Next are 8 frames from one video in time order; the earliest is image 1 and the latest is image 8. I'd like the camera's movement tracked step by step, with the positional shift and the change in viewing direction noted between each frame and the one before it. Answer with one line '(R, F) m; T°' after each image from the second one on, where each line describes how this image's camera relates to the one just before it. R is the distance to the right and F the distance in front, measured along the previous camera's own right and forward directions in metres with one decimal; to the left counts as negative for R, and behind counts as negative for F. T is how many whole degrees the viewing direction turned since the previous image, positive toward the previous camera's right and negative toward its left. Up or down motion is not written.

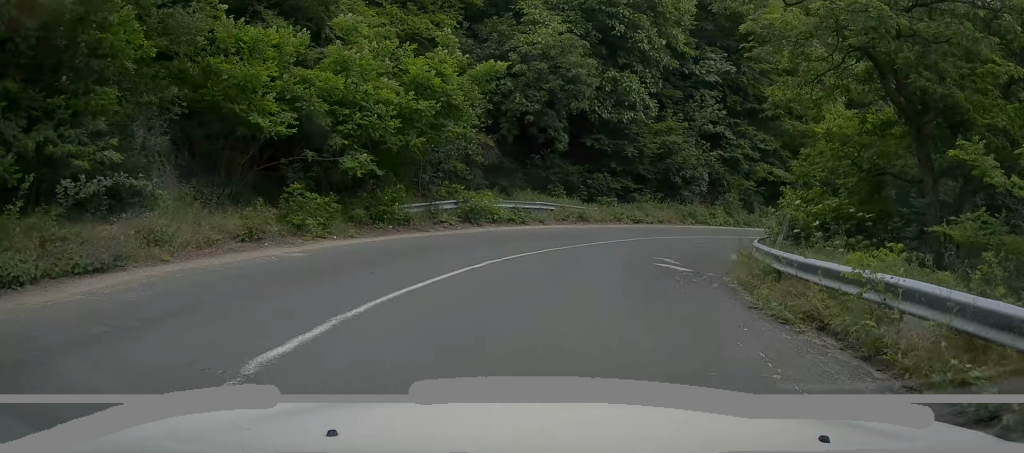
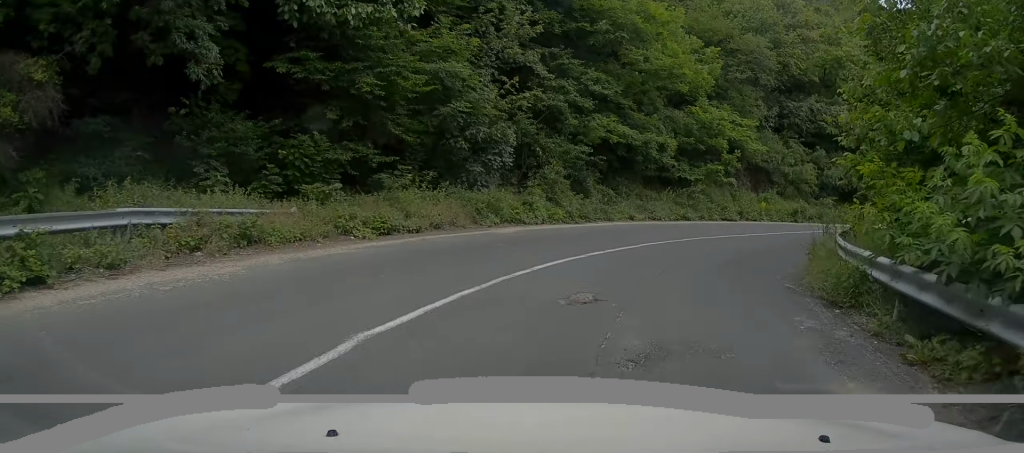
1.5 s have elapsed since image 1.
(+2.4, +15.5) m; +22°
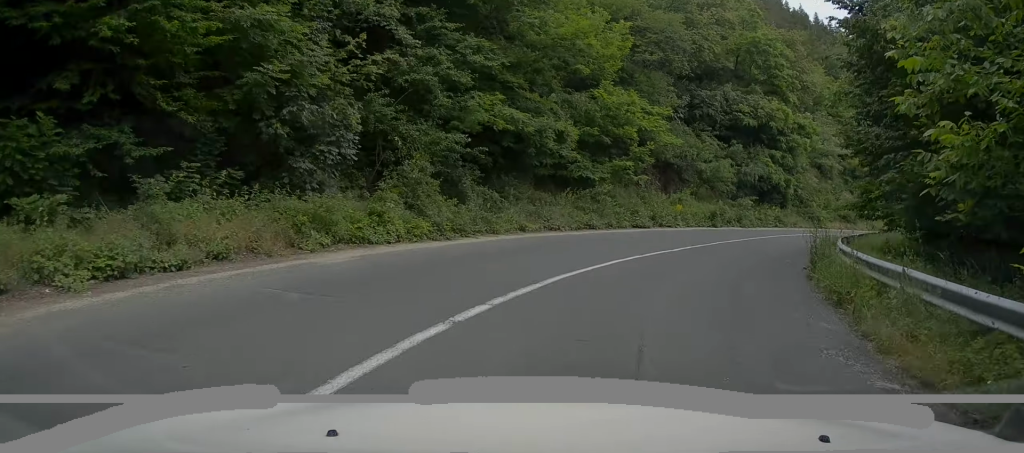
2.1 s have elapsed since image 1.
(+0.6, +5.8) m; +10°
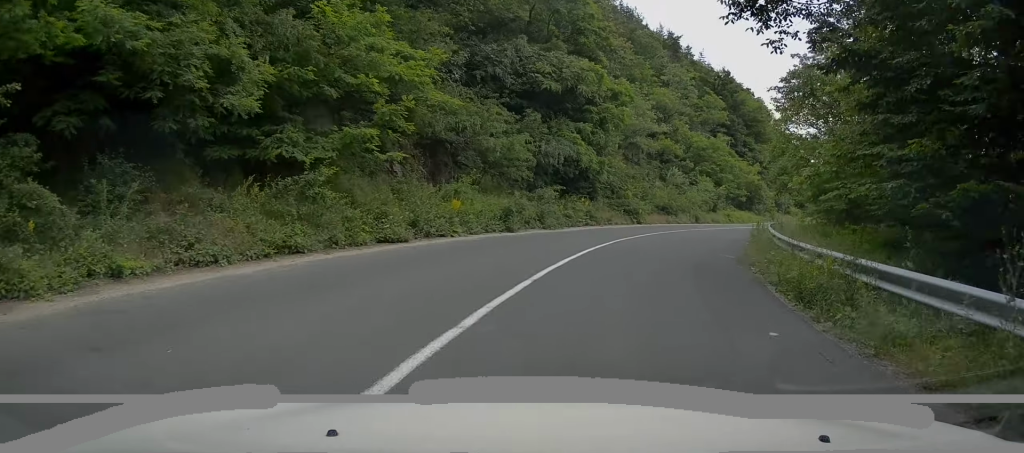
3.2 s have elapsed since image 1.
(+1.8, +10.5) m; +18°
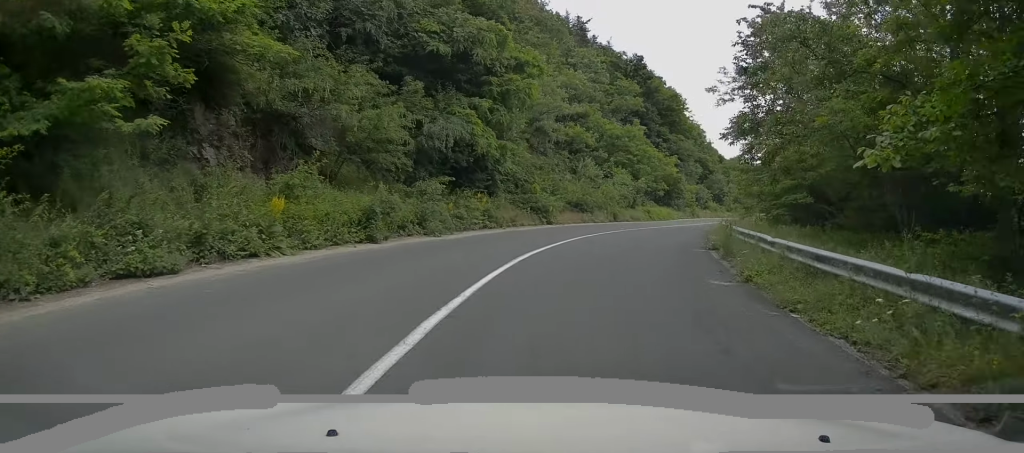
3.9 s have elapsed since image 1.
(+0.4, +6.6) m; +9°
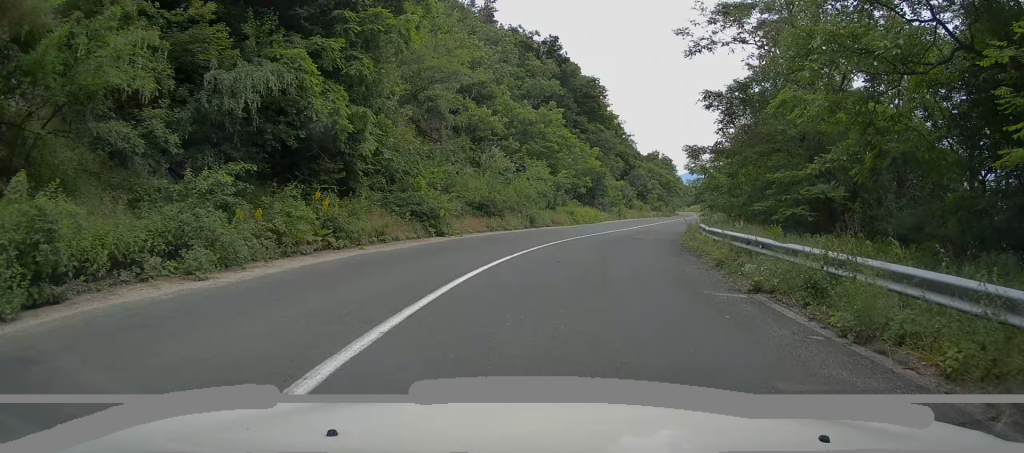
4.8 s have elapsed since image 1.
(+0.8, +9.2) m; +9°
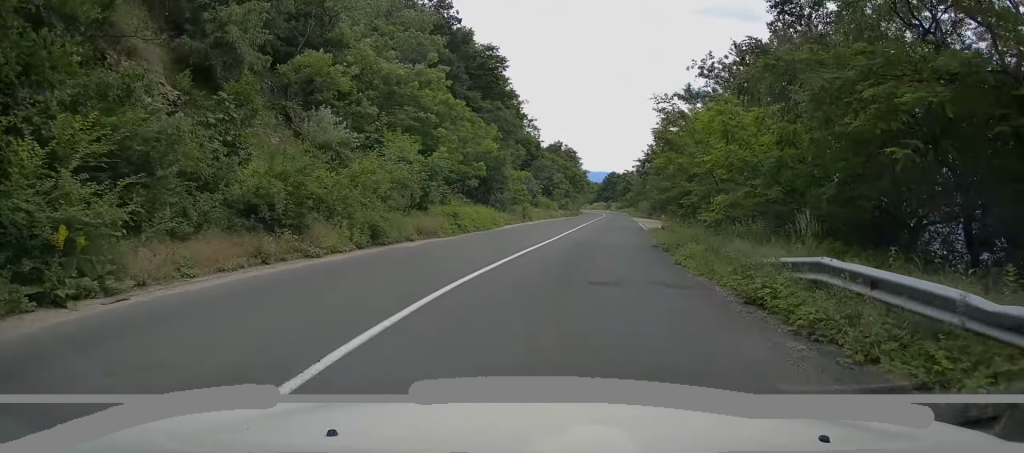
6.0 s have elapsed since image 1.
(+1.2, +13.6) m; +10°
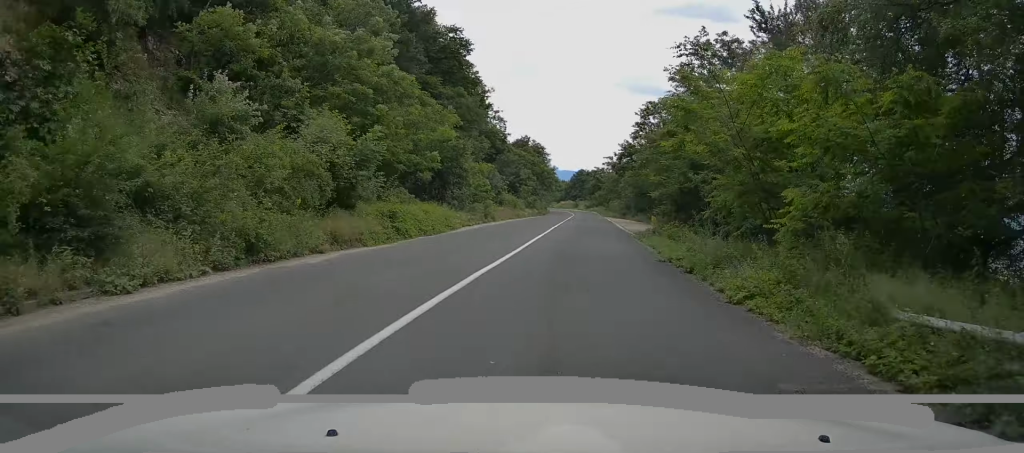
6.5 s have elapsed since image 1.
(+0.2, +5.4) m; +3°
